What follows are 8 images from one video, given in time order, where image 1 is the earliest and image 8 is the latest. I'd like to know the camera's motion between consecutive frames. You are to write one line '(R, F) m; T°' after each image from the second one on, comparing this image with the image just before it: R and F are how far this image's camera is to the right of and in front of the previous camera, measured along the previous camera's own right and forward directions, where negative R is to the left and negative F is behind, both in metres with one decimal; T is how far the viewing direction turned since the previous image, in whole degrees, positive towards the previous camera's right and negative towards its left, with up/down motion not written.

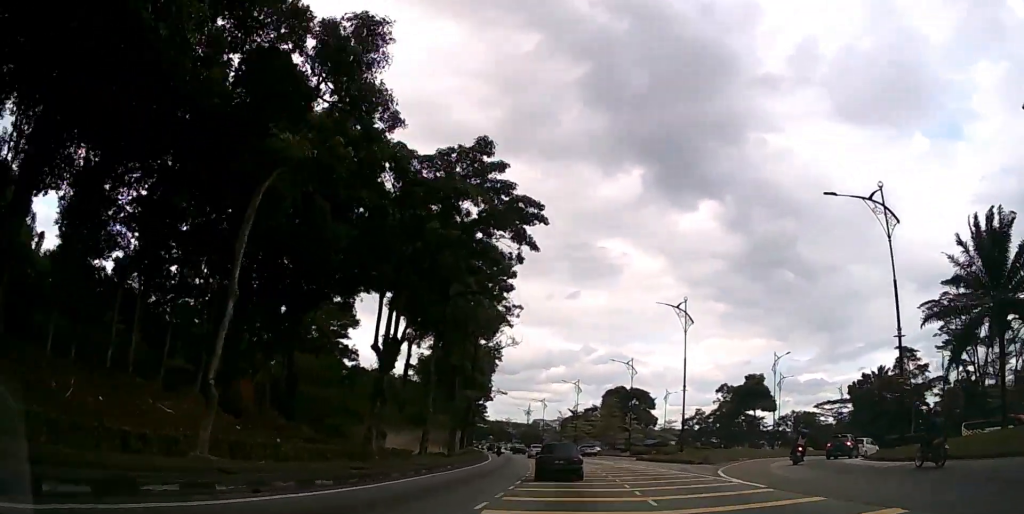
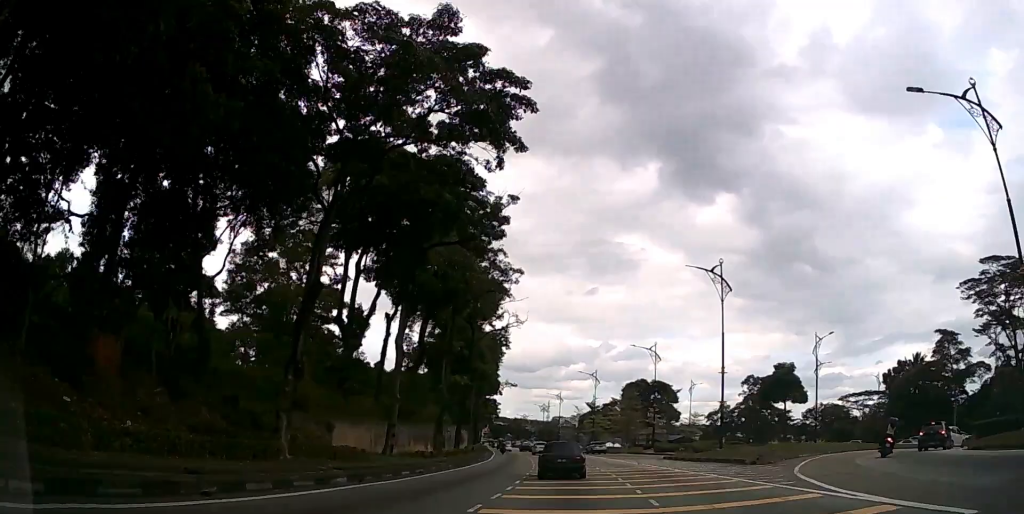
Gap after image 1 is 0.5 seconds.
(0.0, +8.3) m; -2°
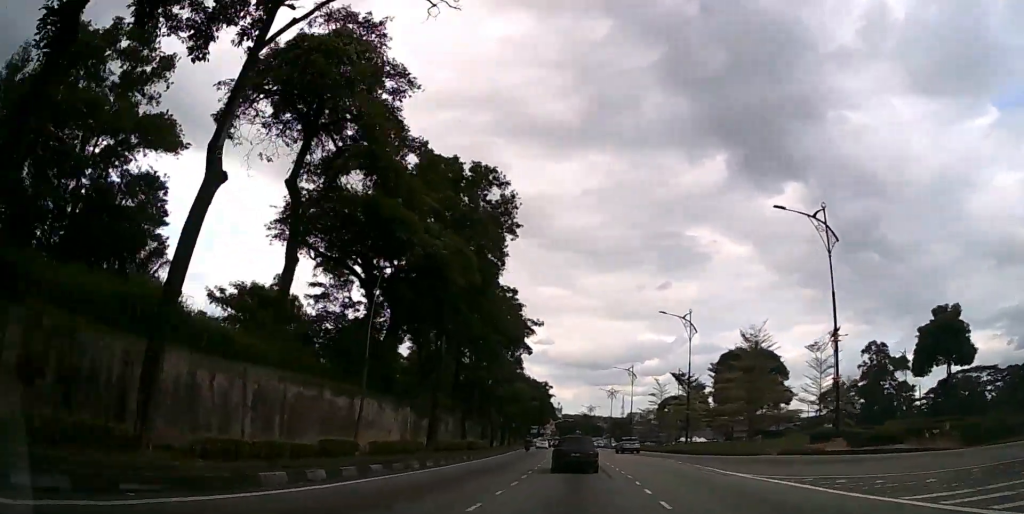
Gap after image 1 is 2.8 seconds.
(-2.6, +37.9) m; -7°
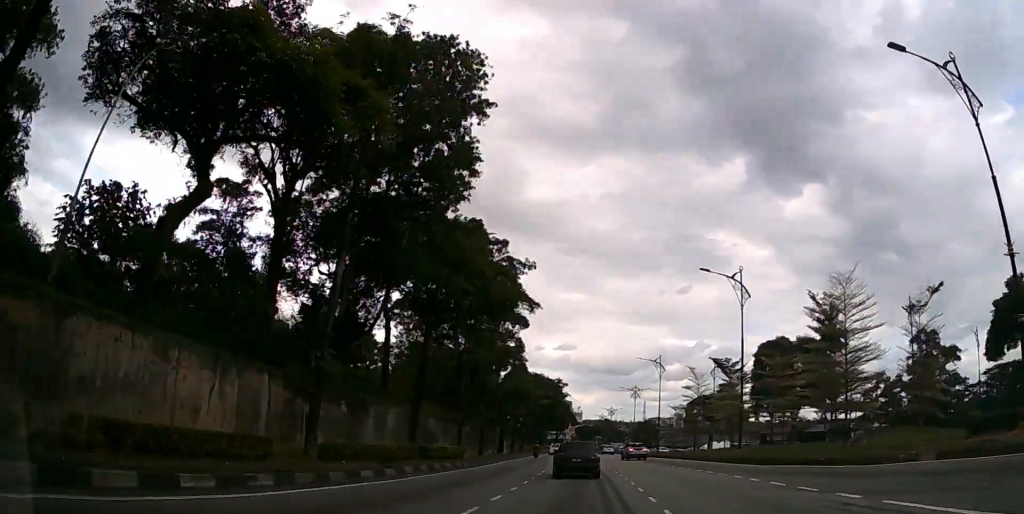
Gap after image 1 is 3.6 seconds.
(-0.2, +13.8) m; -2°
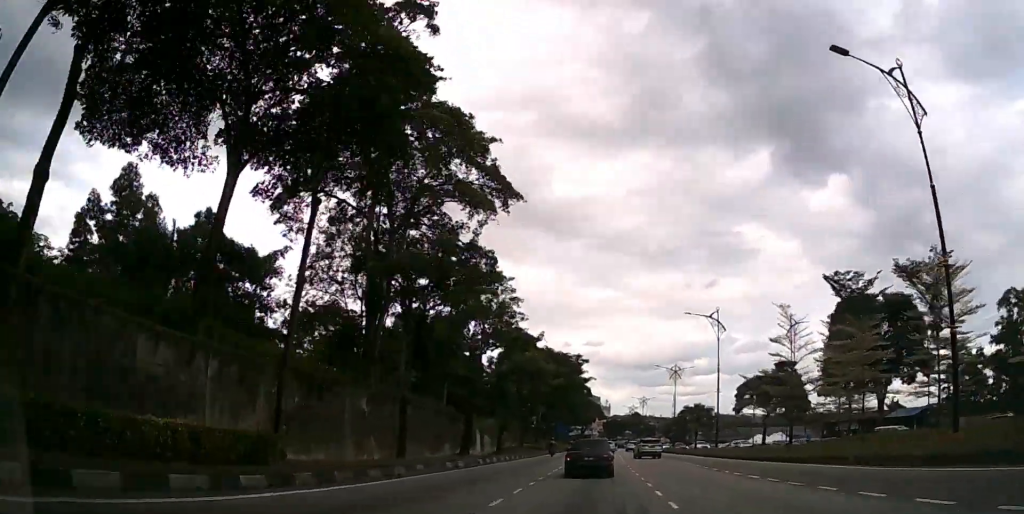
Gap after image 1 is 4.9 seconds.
(-0.6, +22.8) m; -2°
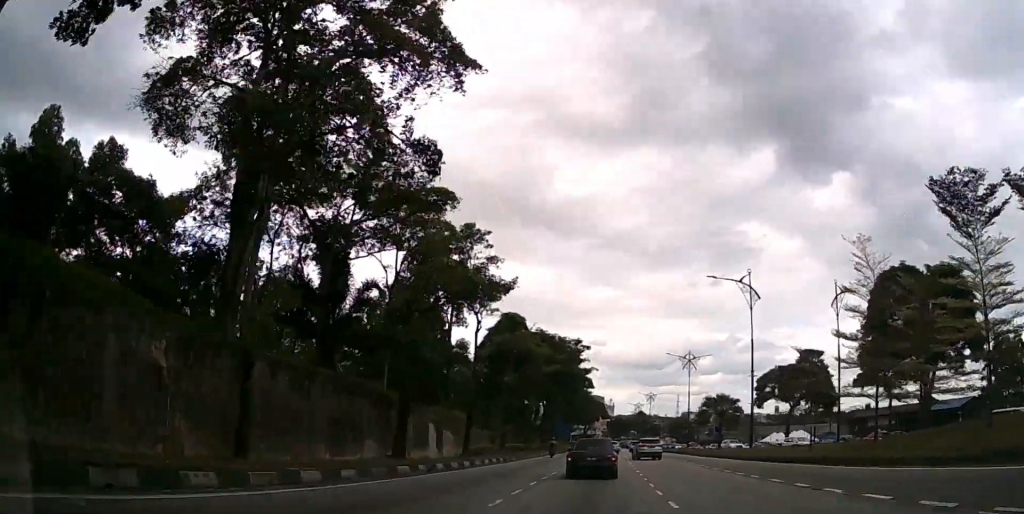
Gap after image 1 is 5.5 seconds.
(-0.1, +11.0) m; -1°
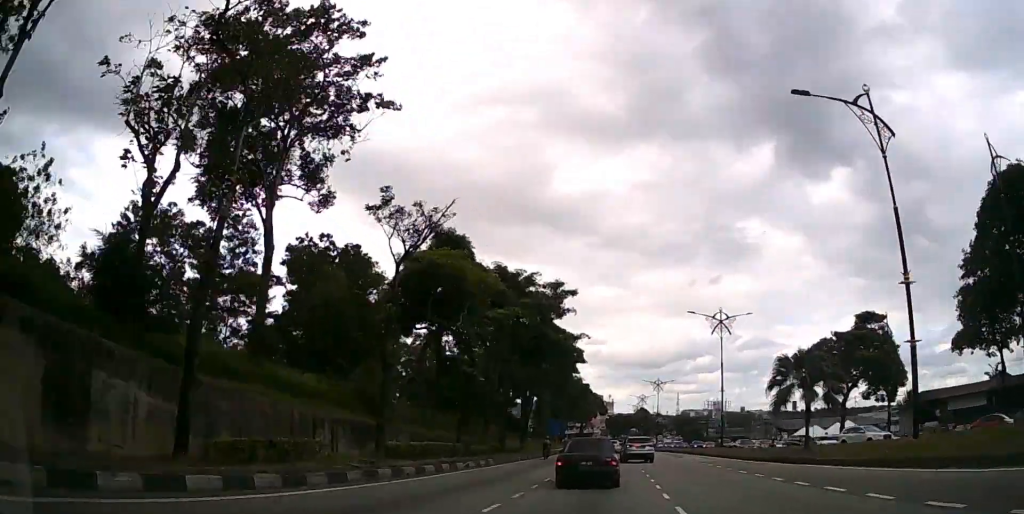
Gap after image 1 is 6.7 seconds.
(-0.2, +22.7) m; -1°
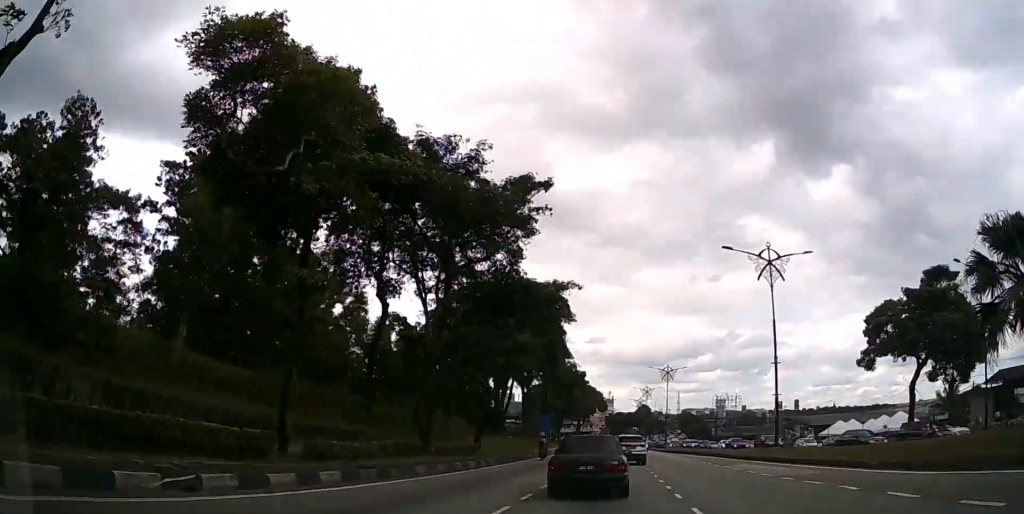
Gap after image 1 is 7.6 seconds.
(0.0, +17.5) m; 0°
